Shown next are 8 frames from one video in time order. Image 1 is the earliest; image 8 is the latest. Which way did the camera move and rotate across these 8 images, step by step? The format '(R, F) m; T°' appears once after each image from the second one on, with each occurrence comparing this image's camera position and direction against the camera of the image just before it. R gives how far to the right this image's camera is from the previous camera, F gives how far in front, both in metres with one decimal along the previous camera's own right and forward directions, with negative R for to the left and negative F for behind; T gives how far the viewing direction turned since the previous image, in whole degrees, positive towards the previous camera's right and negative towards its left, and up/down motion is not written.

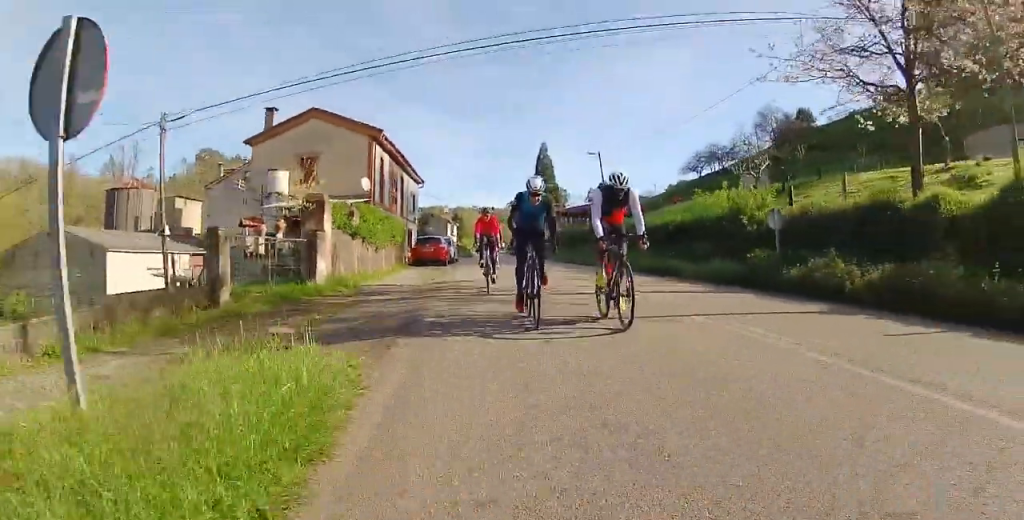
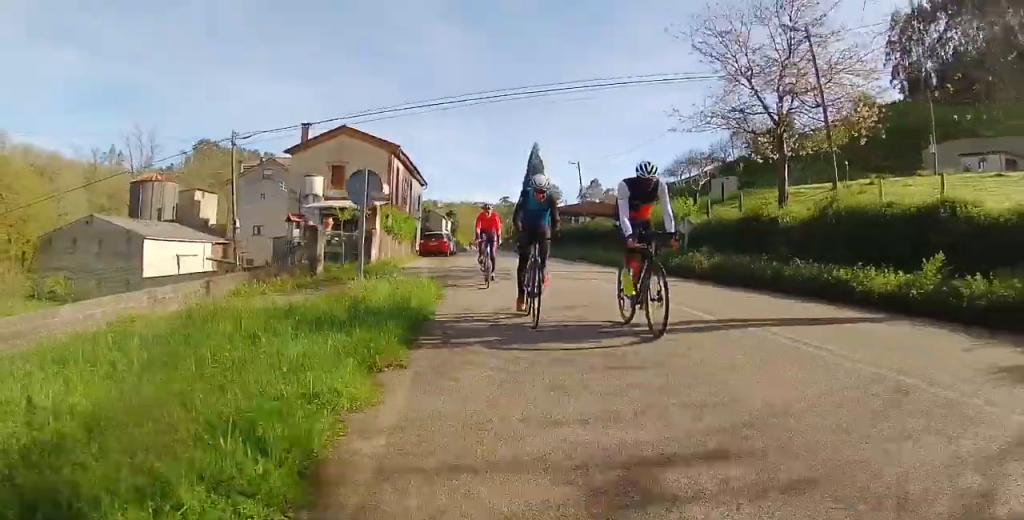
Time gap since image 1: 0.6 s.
(+0.8, +7.1) m; +1°
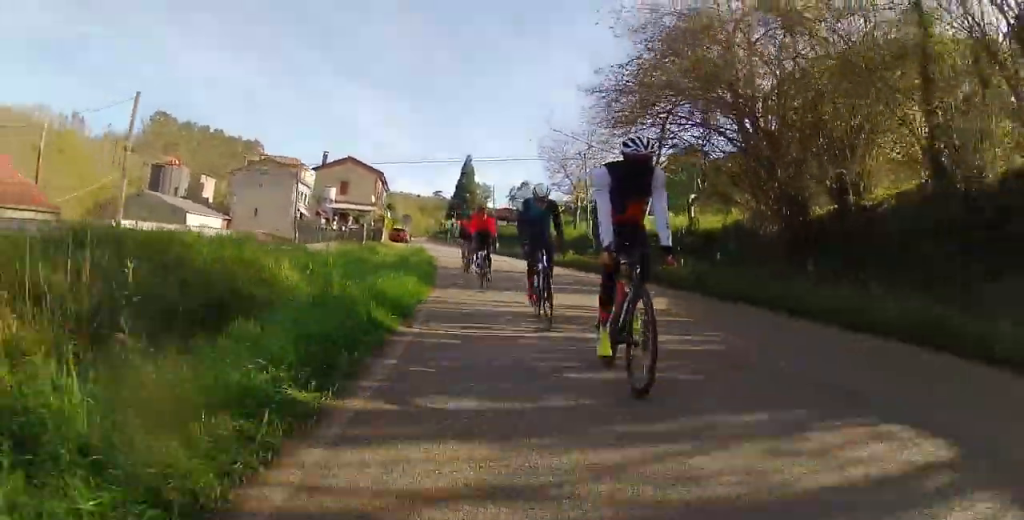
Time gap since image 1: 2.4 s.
(-2.5, +23.2) m; -3°
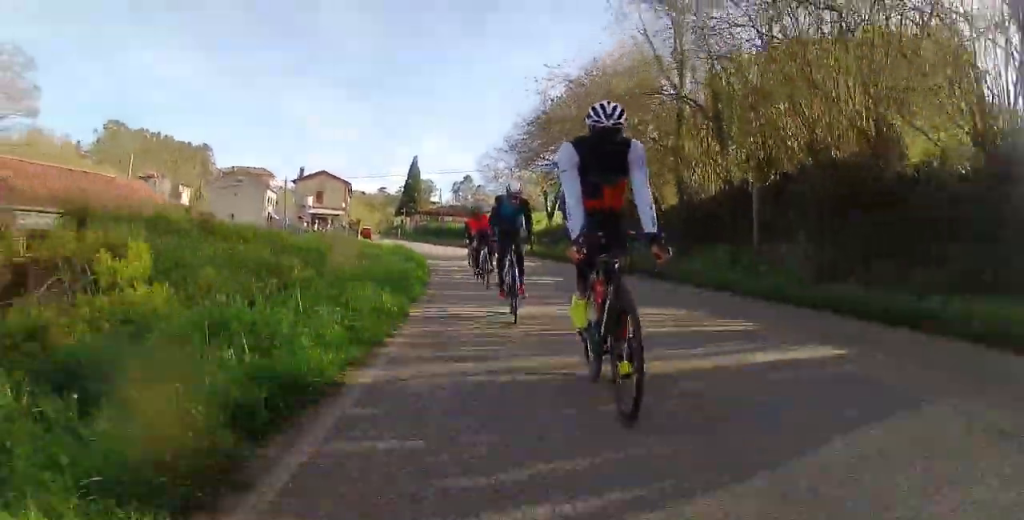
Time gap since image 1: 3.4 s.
(+0.1, +12.5) m; 0°
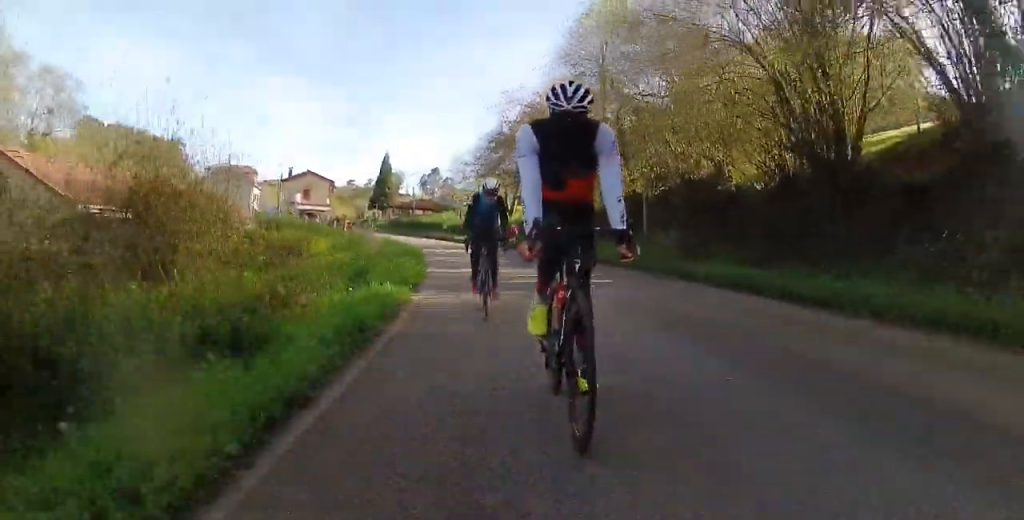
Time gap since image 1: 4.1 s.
(0.0, +8.4) m; +5°
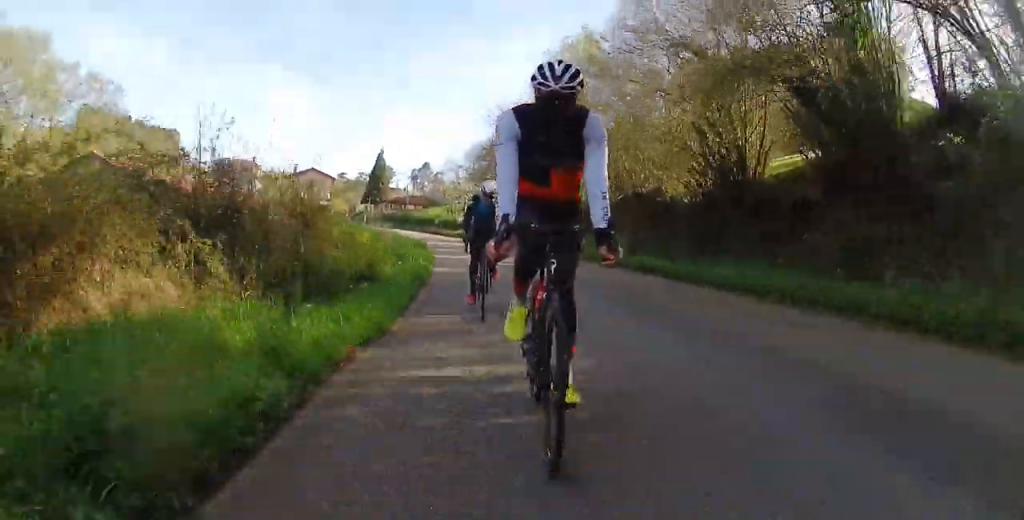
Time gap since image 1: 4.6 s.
(+0.1, +6.2) m; +3°
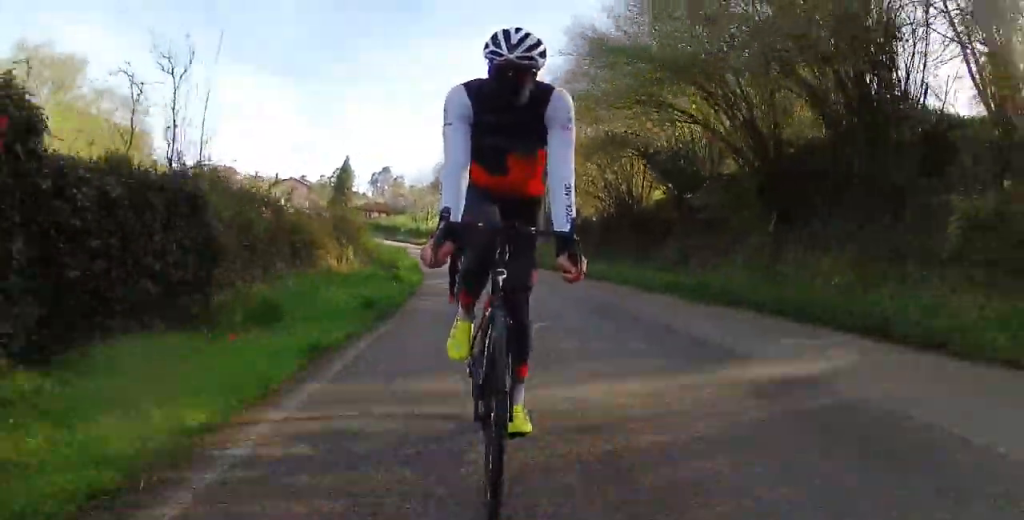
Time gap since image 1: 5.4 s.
(+1.0, +10.0) m; +6°
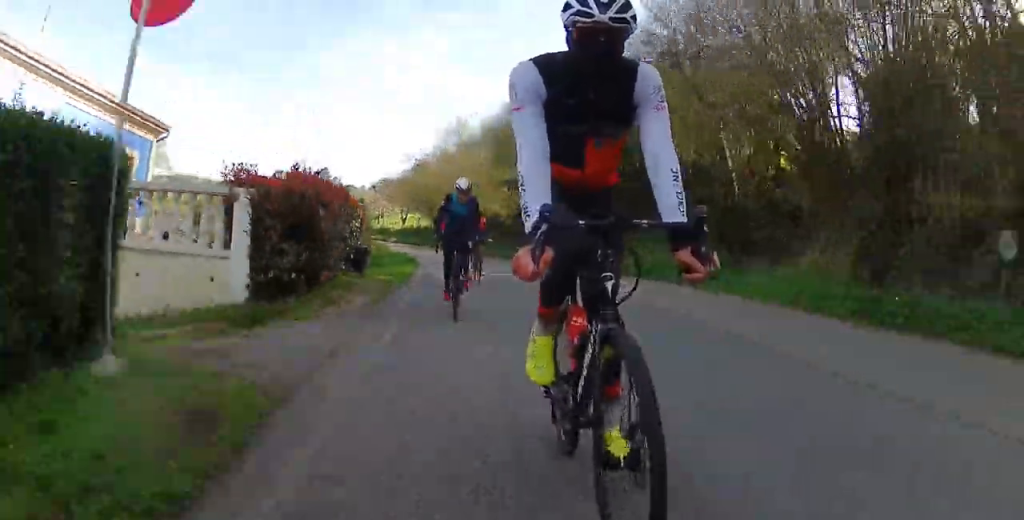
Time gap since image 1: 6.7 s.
(+0.1, +15.9) m; +2°
